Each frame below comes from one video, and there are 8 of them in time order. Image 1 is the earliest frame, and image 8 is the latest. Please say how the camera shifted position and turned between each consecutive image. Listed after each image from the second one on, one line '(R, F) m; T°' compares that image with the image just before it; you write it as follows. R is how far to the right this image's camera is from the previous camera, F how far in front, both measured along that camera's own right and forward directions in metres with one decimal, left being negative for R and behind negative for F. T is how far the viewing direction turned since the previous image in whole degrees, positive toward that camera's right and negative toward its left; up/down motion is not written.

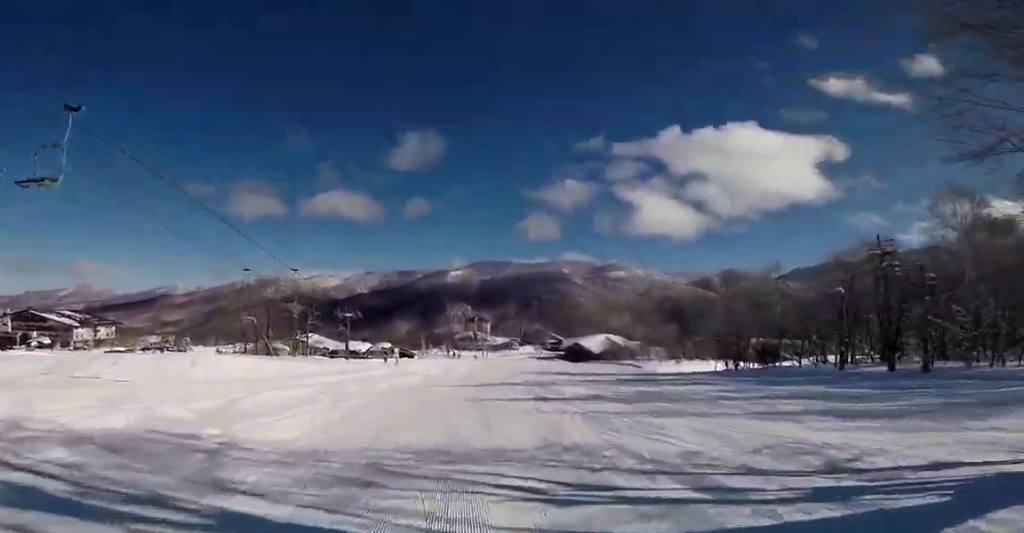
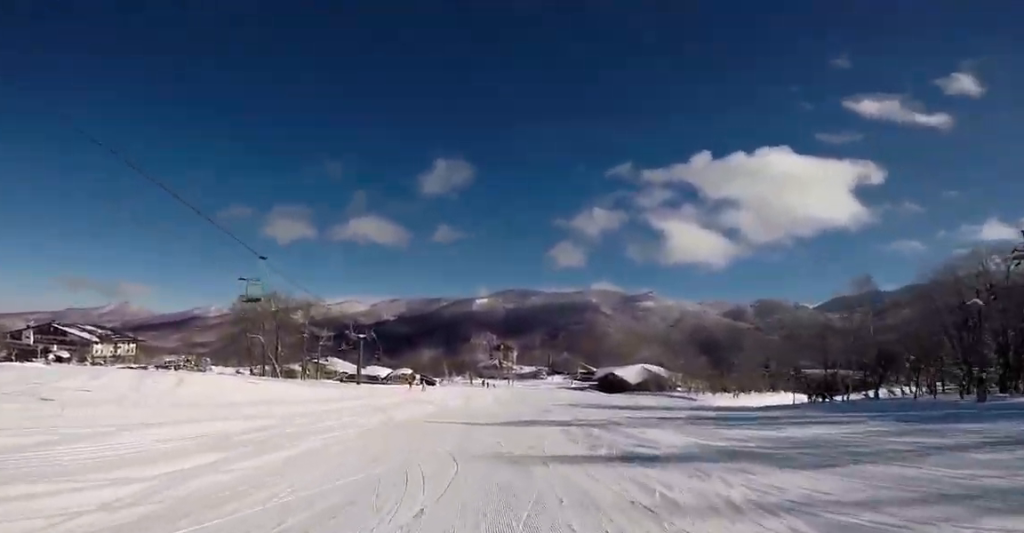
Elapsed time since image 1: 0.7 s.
(+0.9, +7.7) m; 0°
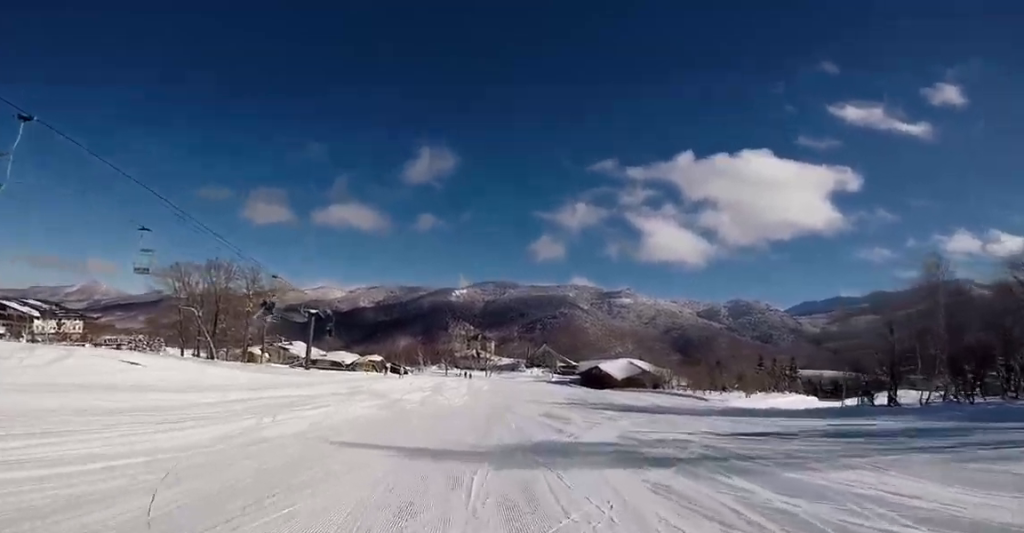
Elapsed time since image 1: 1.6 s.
(-0.6, +10.4) m; -3°
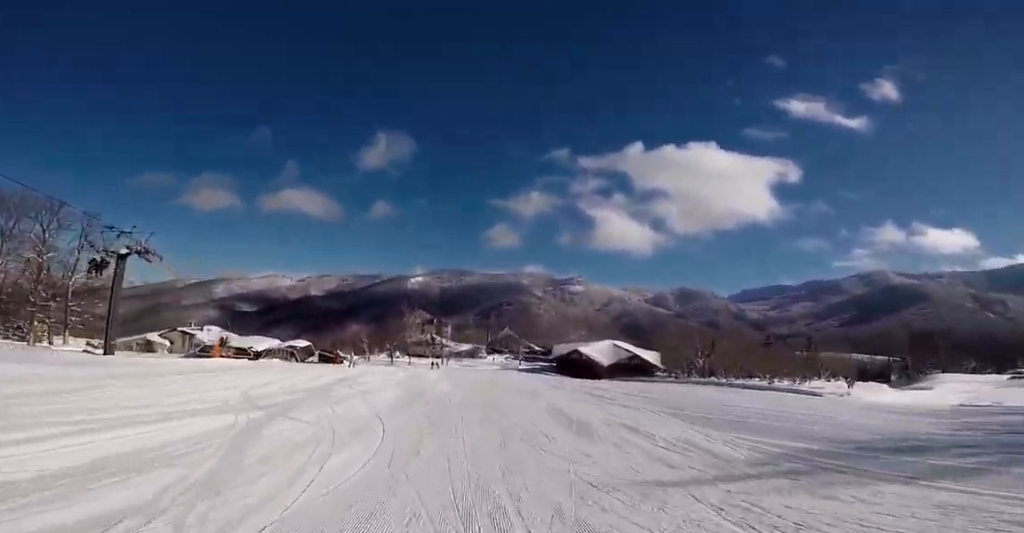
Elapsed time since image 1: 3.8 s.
(+0.6, +23.9) m; 0°
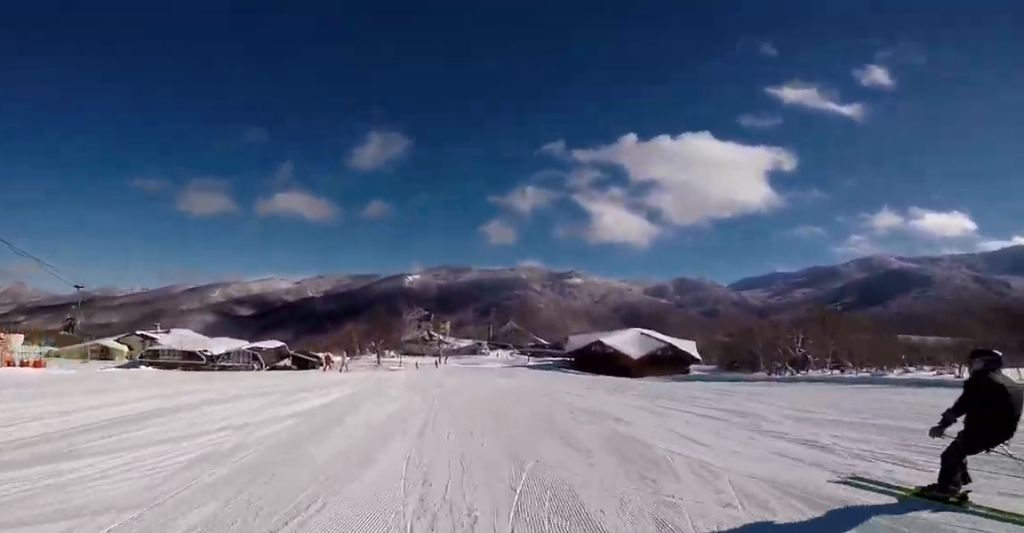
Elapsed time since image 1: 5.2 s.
(-0.2, +15.0) m; +5°
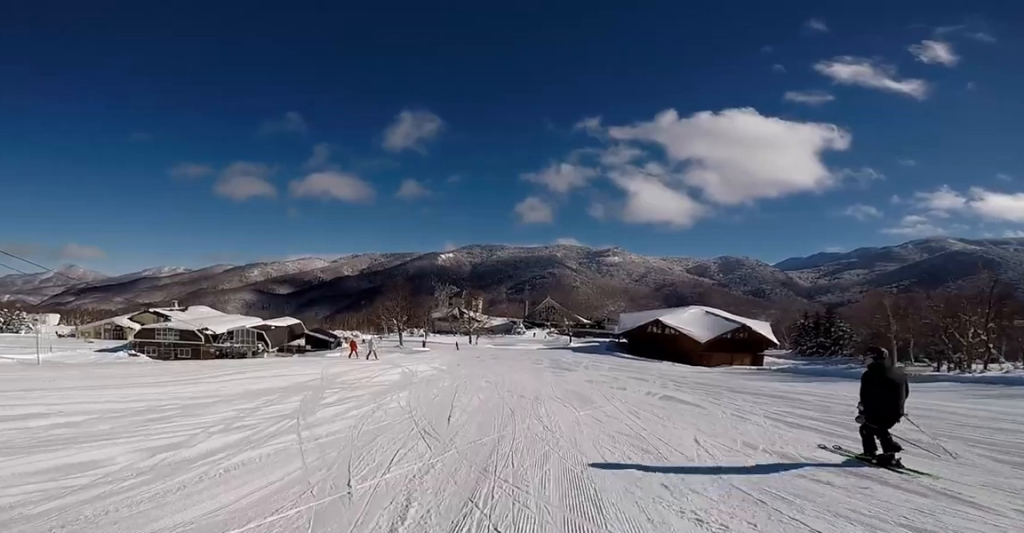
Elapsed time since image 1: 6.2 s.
(+1.0, +10.4) m; +3°
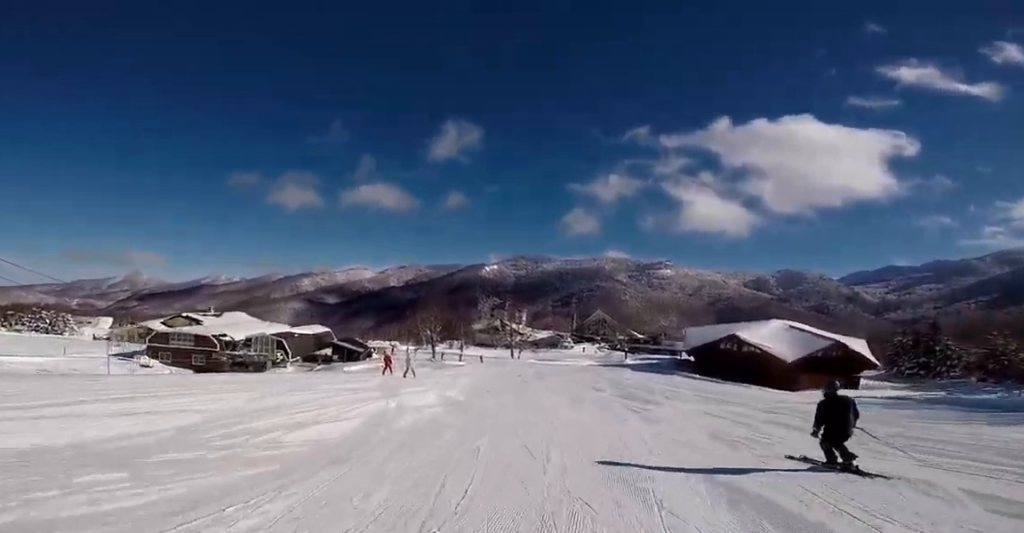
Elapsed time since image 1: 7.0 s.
(+0.2, +8.1) m; -8°
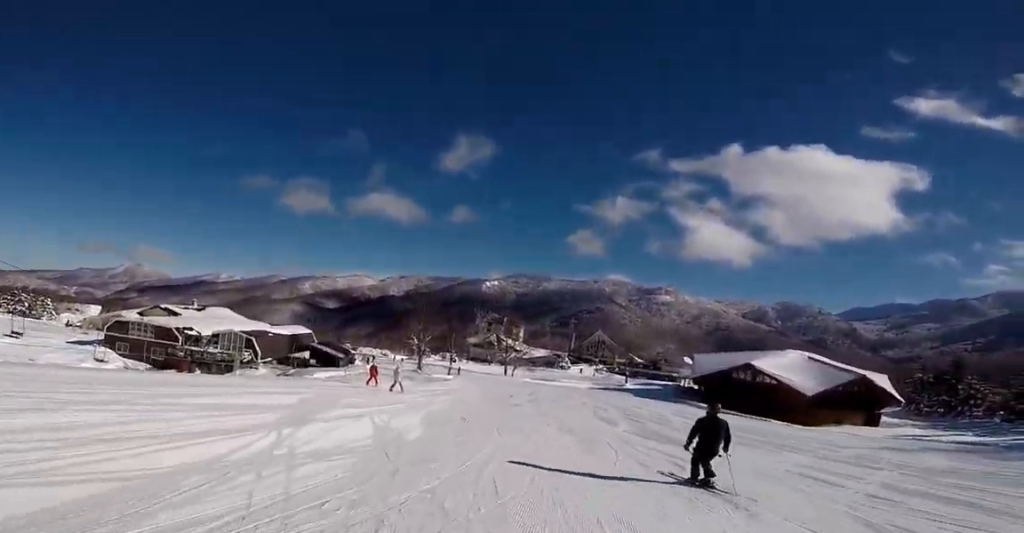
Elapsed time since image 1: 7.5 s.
(-1.1, +5.7) m; 0°
